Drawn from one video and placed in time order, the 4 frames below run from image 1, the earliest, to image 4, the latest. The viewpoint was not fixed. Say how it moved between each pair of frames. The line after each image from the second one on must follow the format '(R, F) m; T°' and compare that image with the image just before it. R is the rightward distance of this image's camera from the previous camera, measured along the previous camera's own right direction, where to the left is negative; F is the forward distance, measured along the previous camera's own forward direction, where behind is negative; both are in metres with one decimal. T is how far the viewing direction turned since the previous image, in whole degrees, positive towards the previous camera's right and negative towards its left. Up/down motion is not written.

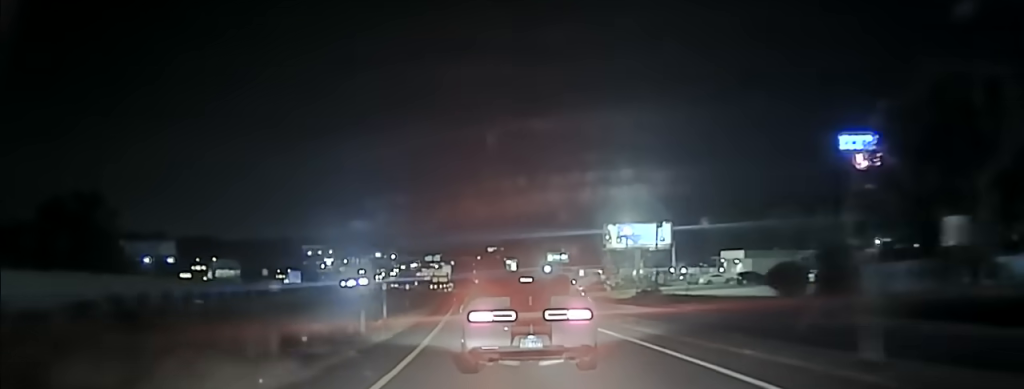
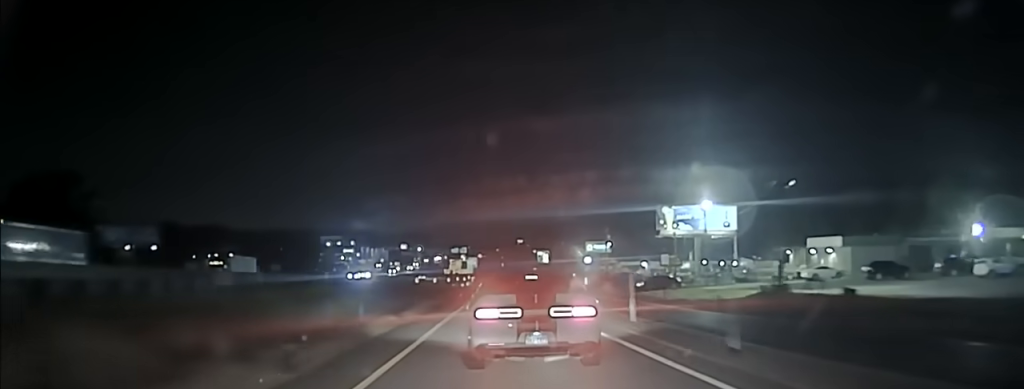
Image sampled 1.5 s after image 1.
(-0.2, +30.1) m; -2°
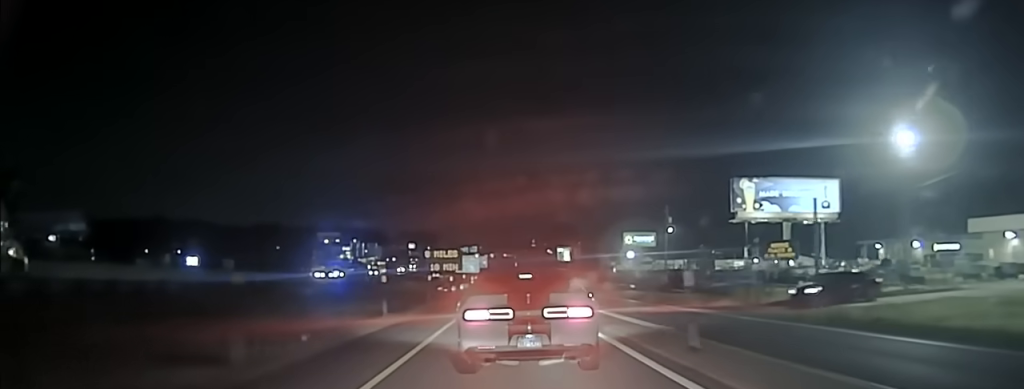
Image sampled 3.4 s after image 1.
(-0.8, +48.1) m; -1°
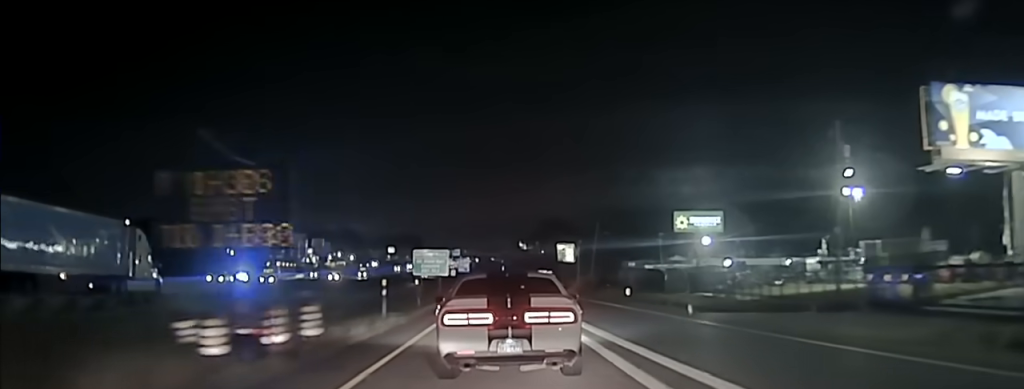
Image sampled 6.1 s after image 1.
(+0.5, +56.6) m; +1°
